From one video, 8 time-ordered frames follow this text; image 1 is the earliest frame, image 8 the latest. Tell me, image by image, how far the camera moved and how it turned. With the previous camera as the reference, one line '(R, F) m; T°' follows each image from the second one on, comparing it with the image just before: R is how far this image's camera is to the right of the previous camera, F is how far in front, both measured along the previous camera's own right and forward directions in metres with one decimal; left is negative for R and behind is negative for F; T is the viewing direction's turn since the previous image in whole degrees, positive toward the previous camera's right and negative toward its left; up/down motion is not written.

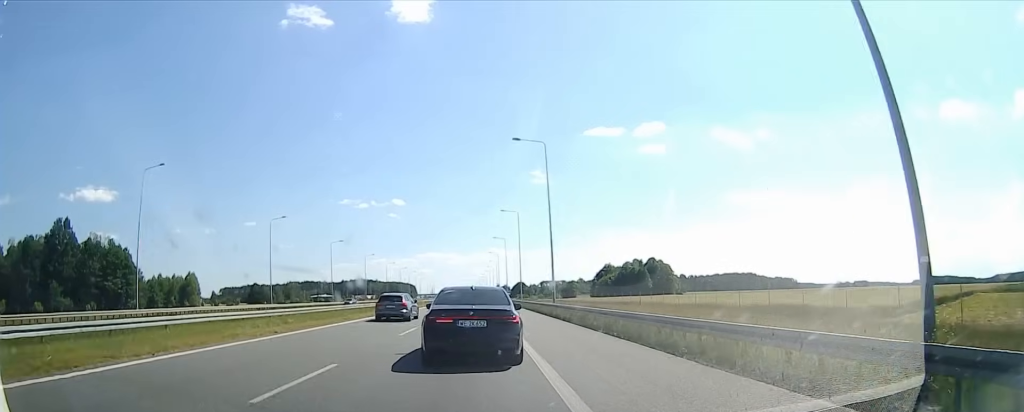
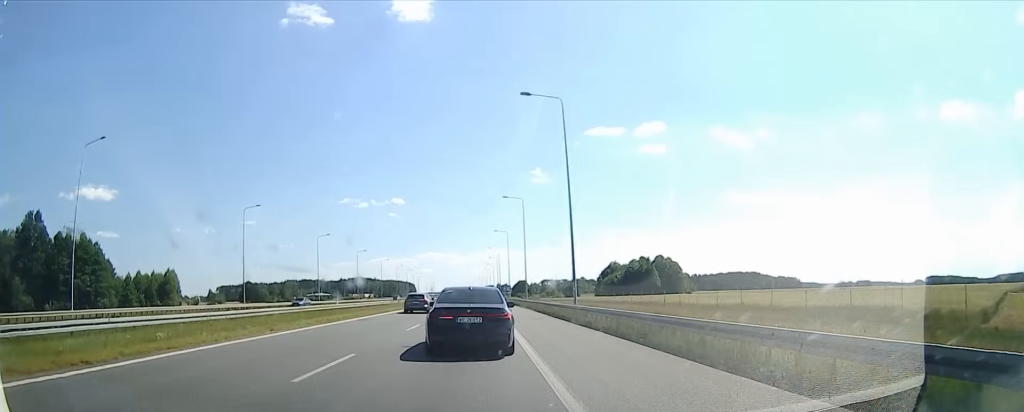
(0.0, +10.7) m; 0°
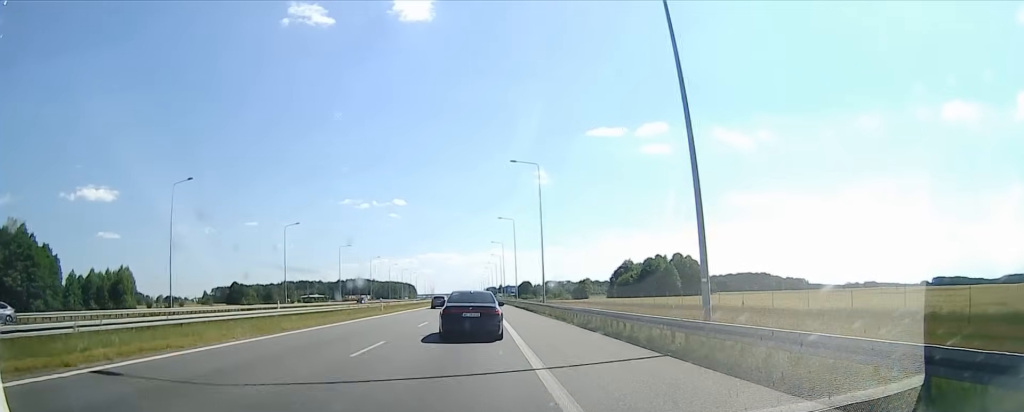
(+0.3, +19.7) m; +1°
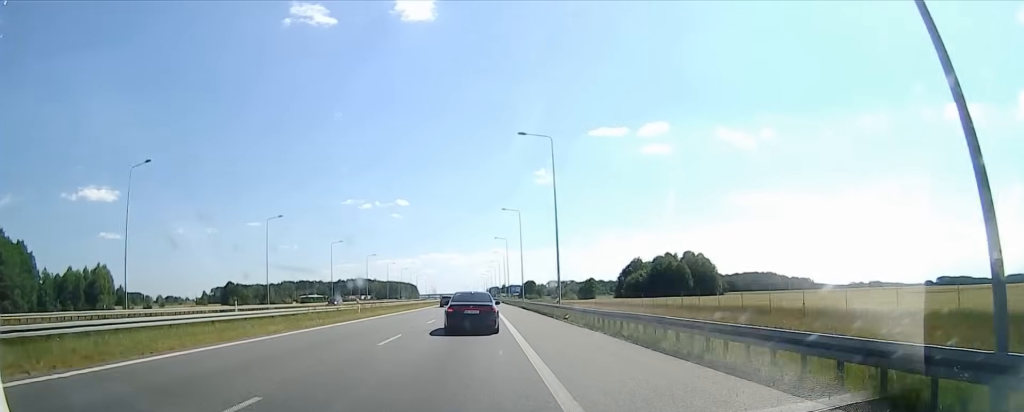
(0.0, +8.8) m; 0°
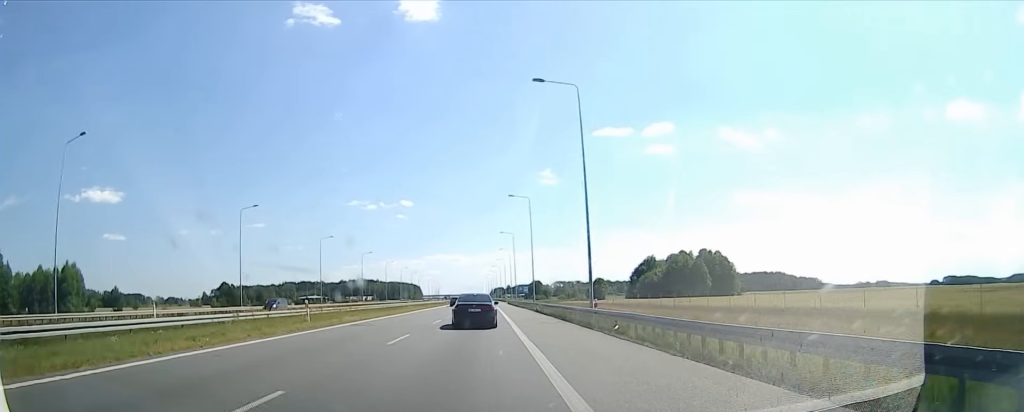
(0.0, +11.1) m; 0°
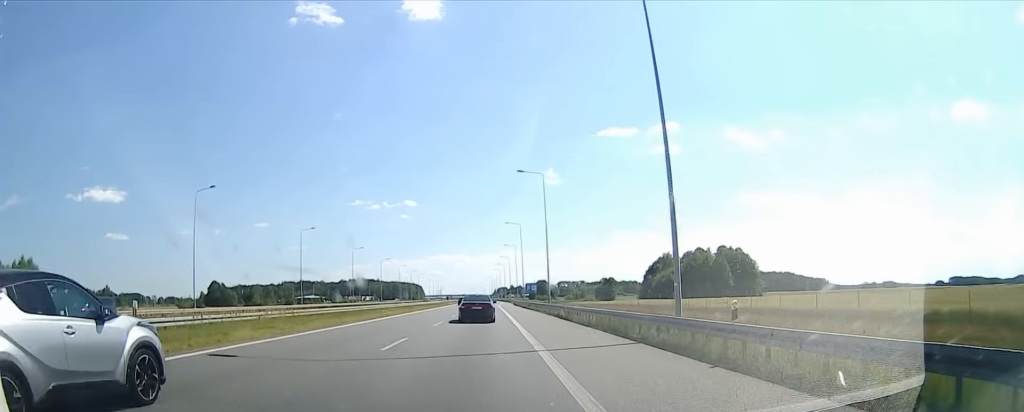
(+0.2, +13.5) m; -1°
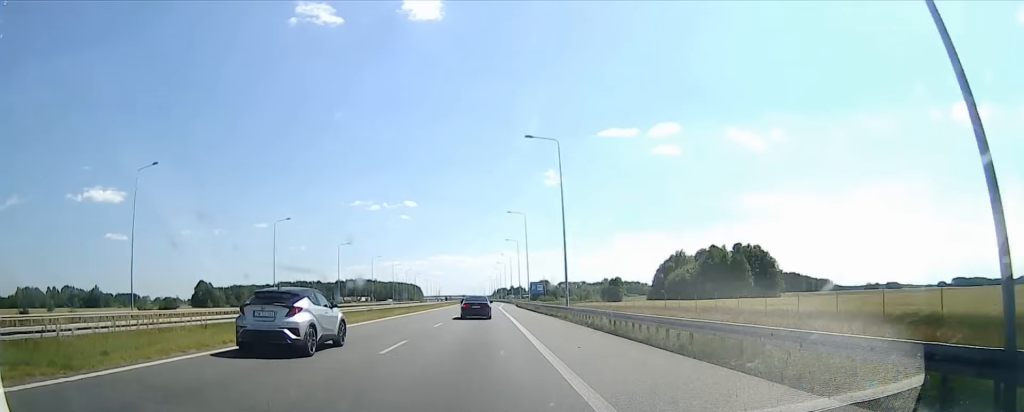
(-0.4, +12.4) m; 0°
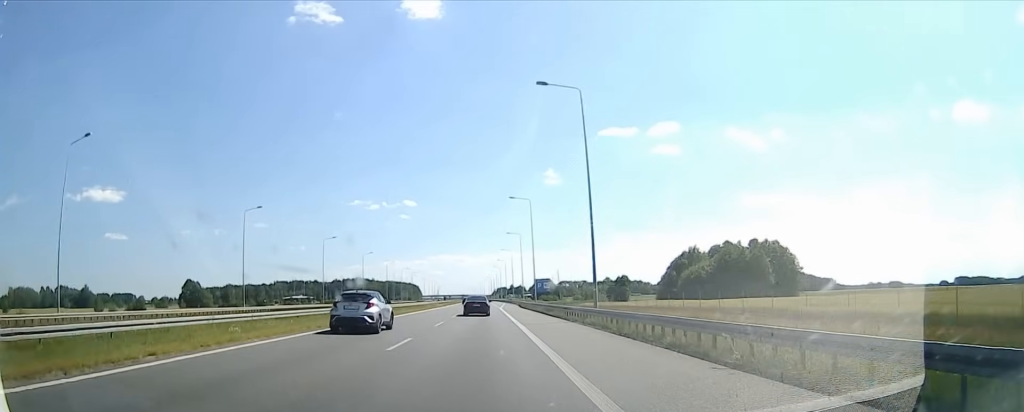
(-0.5, +11.0) m; 0°
